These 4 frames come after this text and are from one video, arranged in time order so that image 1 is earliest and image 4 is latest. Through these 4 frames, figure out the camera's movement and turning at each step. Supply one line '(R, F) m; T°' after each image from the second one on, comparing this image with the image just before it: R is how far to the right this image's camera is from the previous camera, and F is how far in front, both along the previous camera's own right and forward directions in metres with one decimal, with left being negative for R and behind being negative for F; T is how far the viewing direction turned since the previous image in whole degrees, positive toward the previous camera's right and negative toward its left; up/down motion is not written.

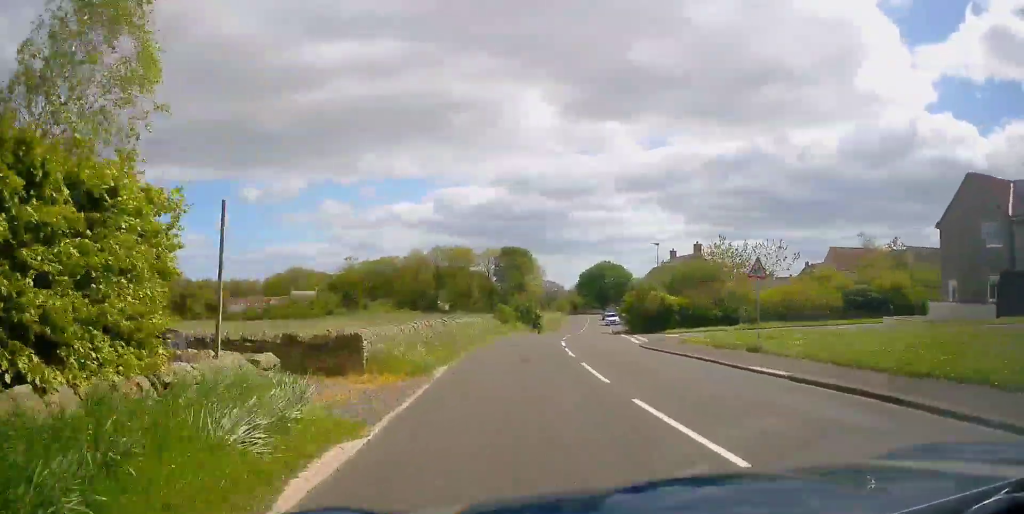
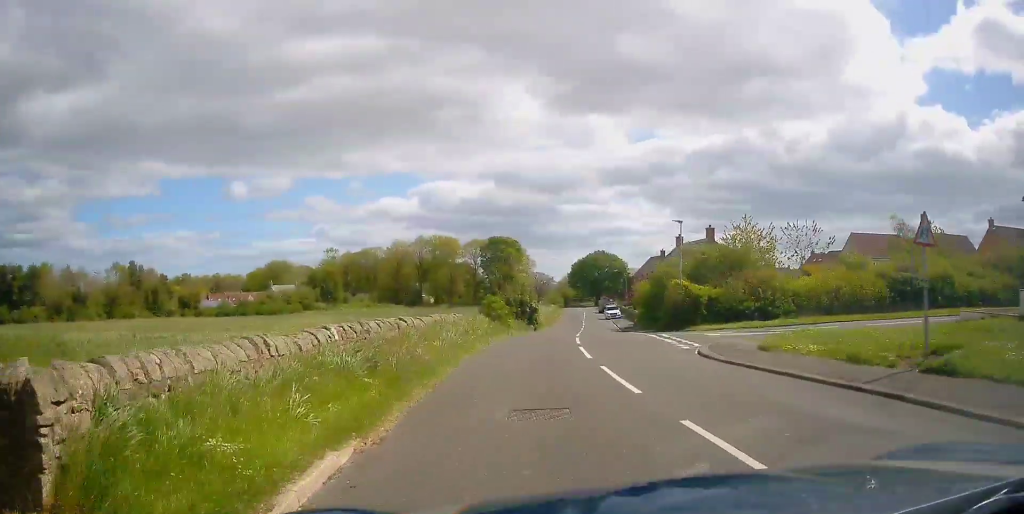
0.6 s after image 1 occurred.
(-0.2, +7.9) m; -1°
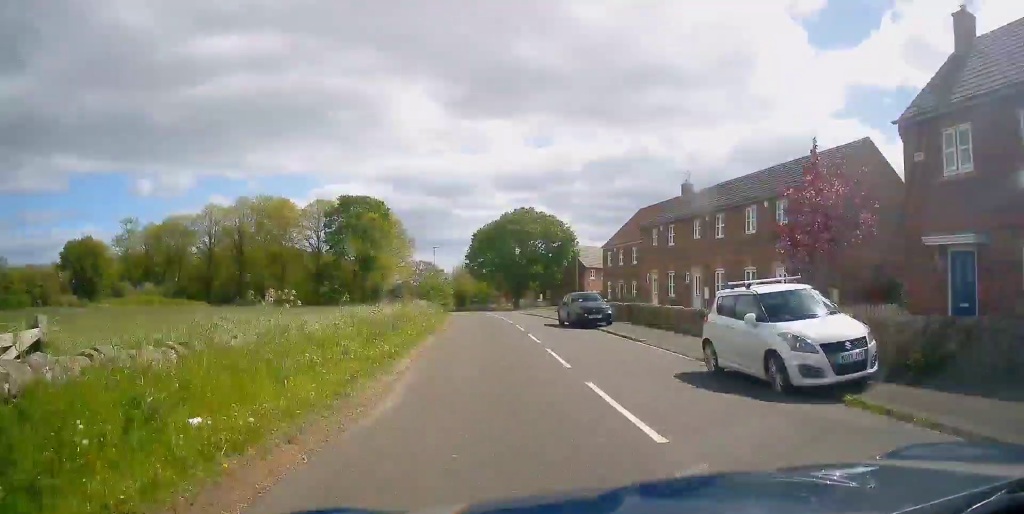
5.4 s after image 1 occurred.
(+6.8, +59.3) m; +10°
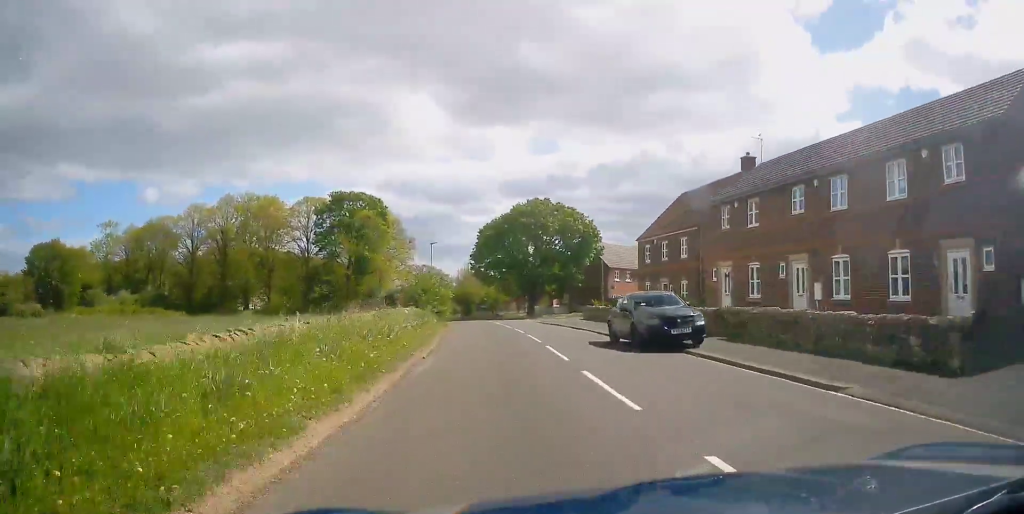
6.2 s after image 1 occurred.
(0.0, +10.2) m; 0°
